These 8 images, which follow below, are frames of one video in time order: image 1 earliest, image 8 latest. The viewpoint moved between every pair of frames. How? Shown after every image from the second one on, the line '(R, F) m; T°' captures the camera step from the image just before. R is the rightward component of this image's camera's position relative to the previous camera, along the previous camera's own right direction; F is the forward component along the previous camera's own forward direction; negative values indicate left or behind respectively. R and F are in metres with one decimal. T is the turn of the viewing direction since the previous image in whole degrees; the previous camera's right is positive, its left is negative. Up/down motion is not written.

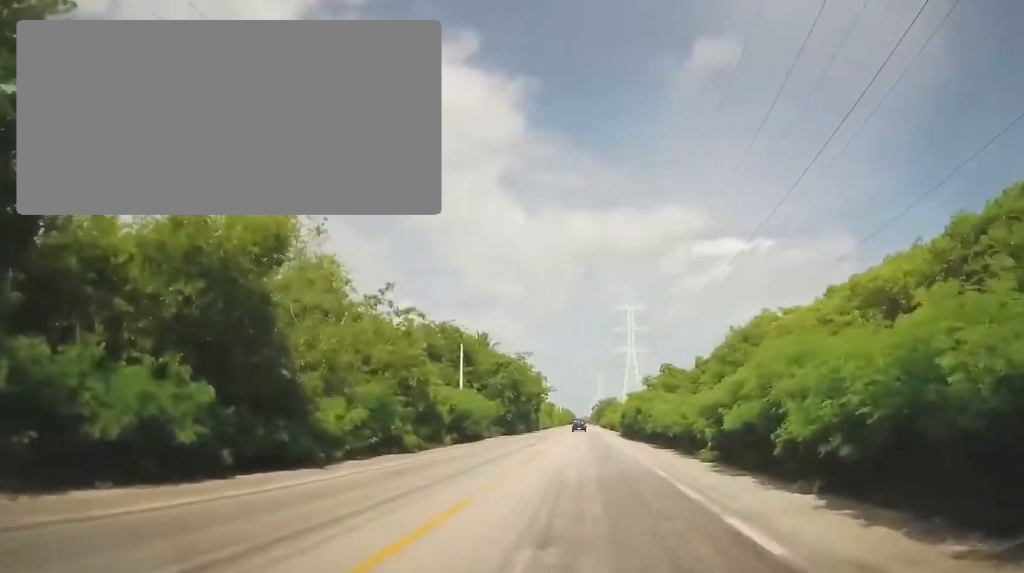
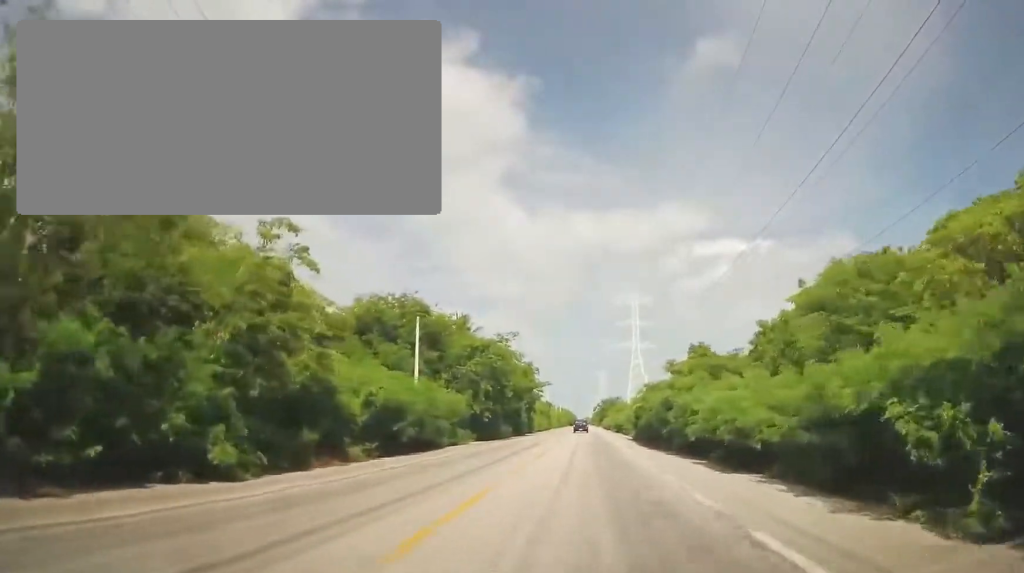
(-0.3, +13.5) m; 0°
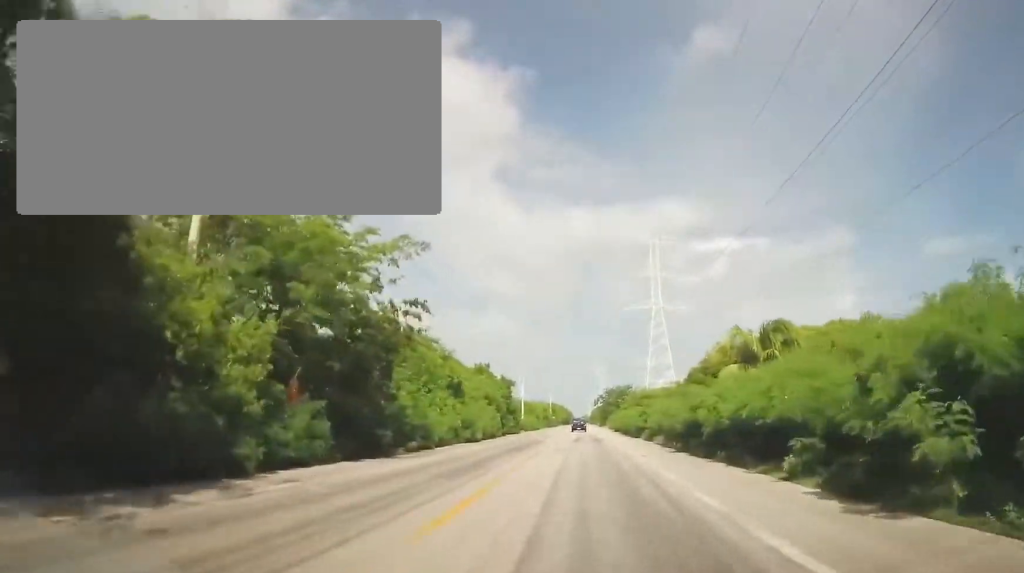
(-0.4, +57.7) m; 0°
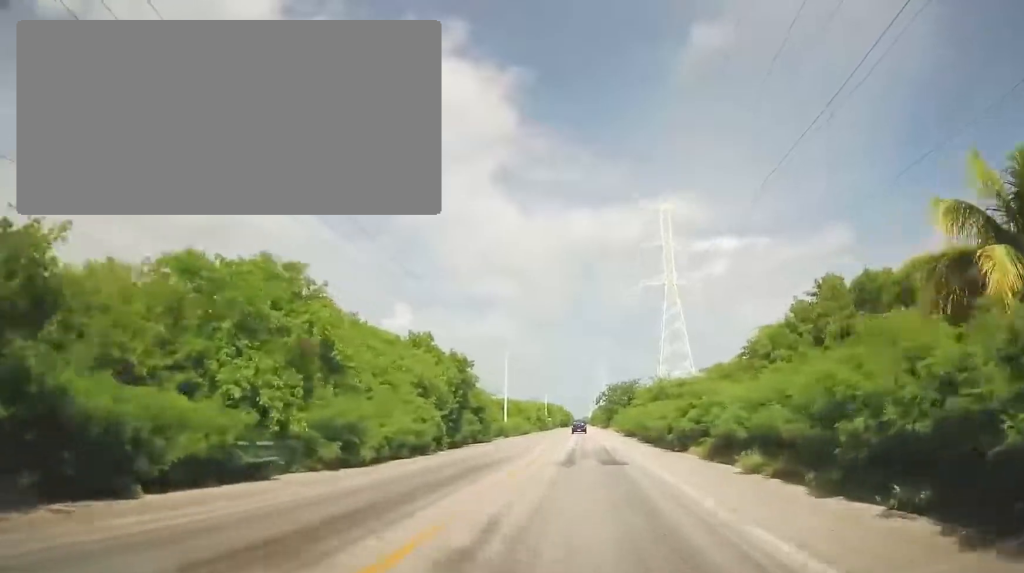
(+0.1, +20.7) m; +1°
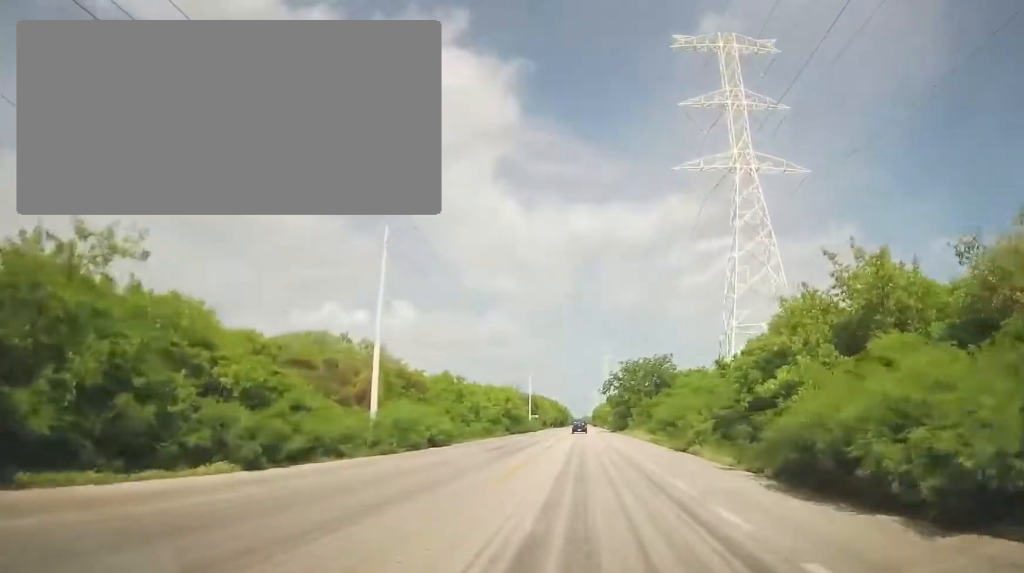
(+0.4, +47.7) m; +1°
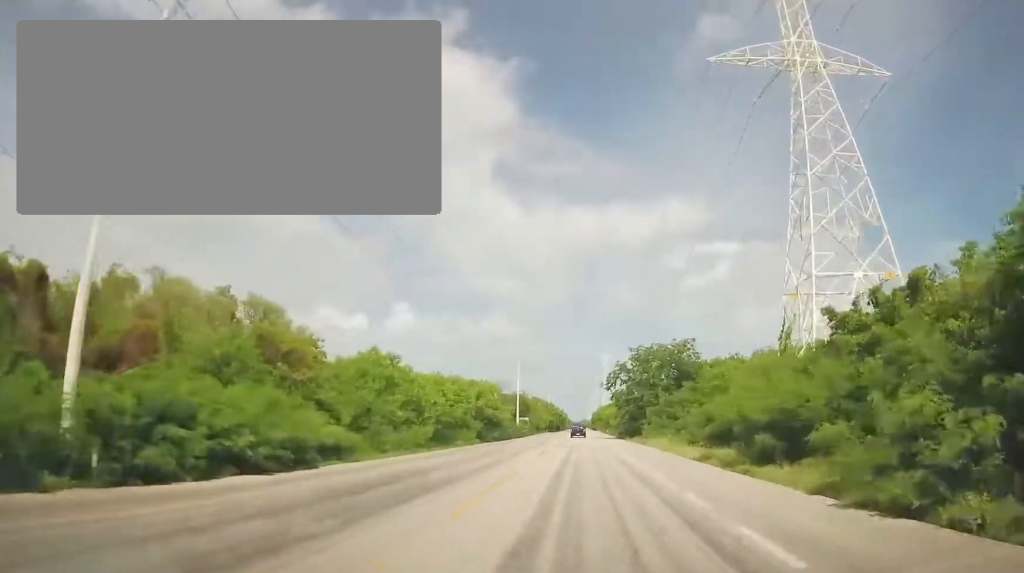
(+0.4, +18.2) m; +1°
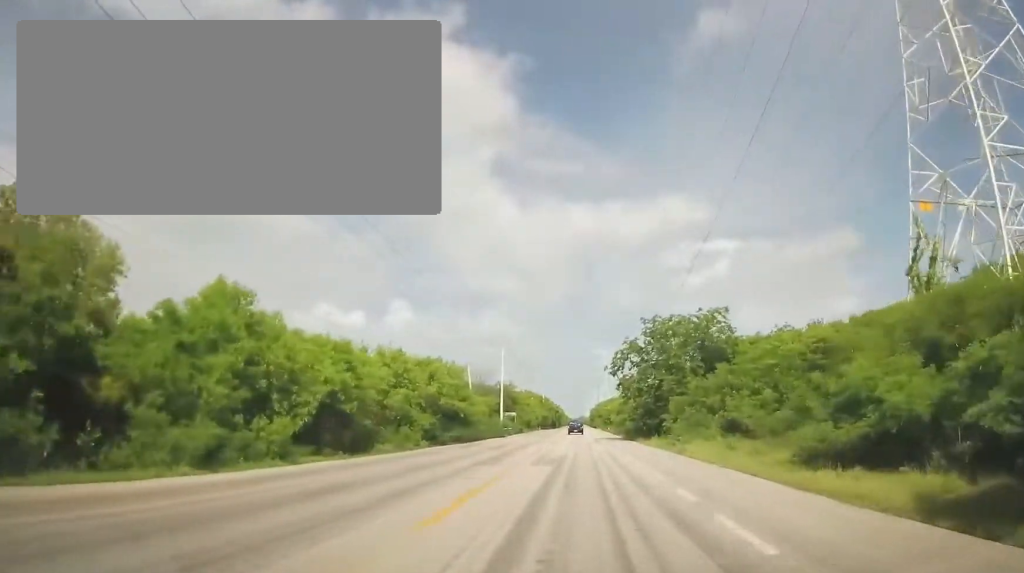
(+0.1, +16.0) m; 0°
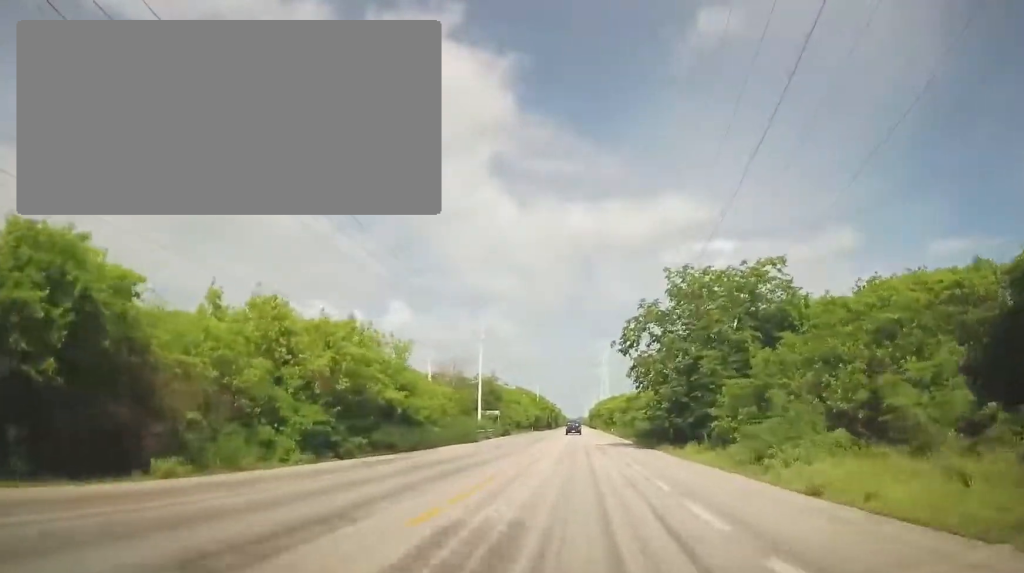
(0.0, +15.0) m; 0°
